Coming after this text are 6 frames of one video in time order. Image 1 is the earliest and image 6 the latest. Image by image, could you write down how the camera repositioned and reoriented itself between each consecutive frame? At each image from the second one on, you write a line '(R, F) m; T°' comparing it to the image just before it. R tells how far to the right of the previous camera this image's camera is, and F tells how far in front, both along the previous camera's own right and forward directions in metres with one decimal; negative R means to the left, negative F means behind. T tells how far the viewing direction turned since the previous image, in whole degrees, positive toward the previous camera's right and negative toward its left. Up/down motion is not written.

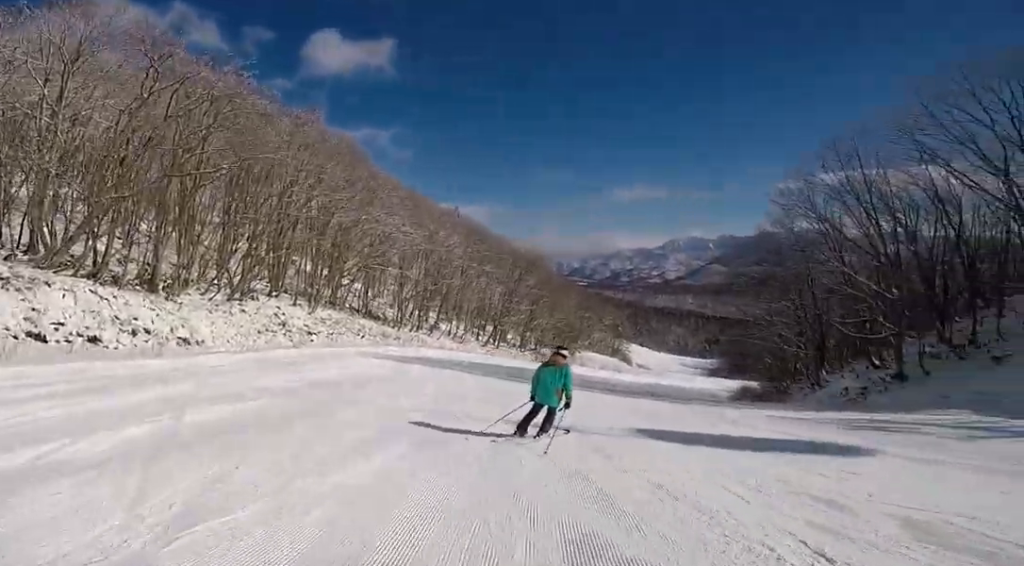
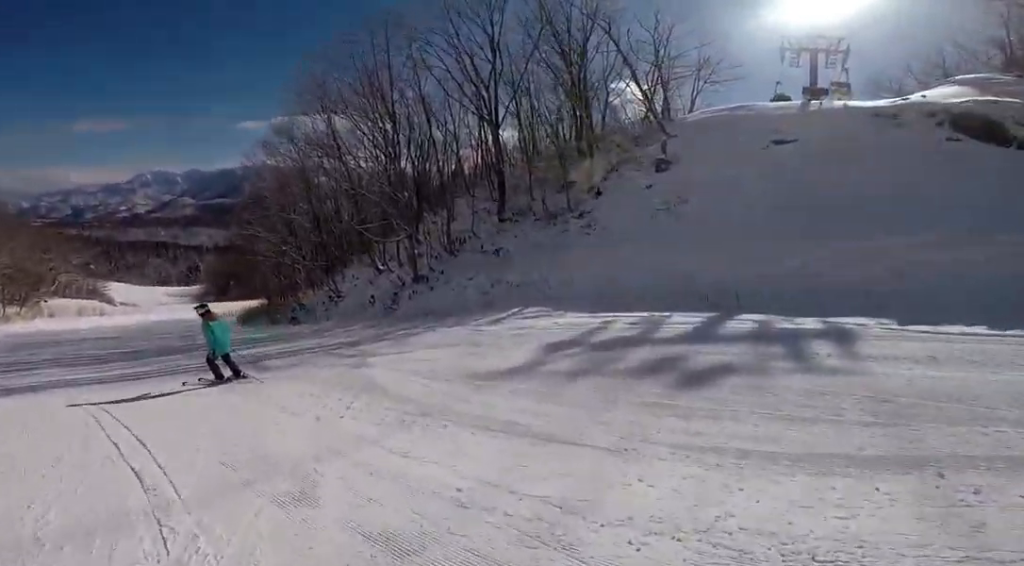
(+6.3, +8.1) m; +36°
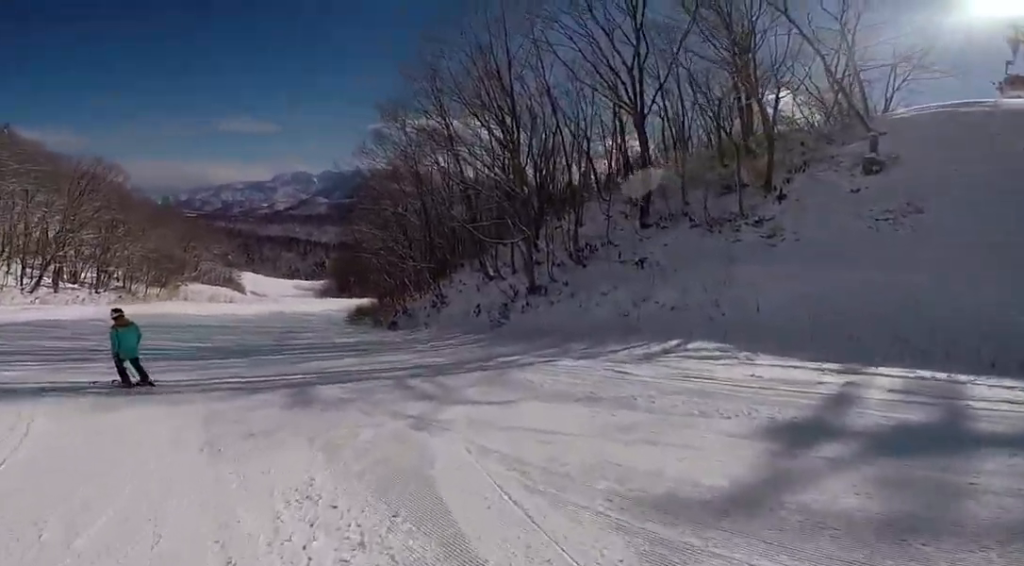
(-0.8, +4.2) m; -20°
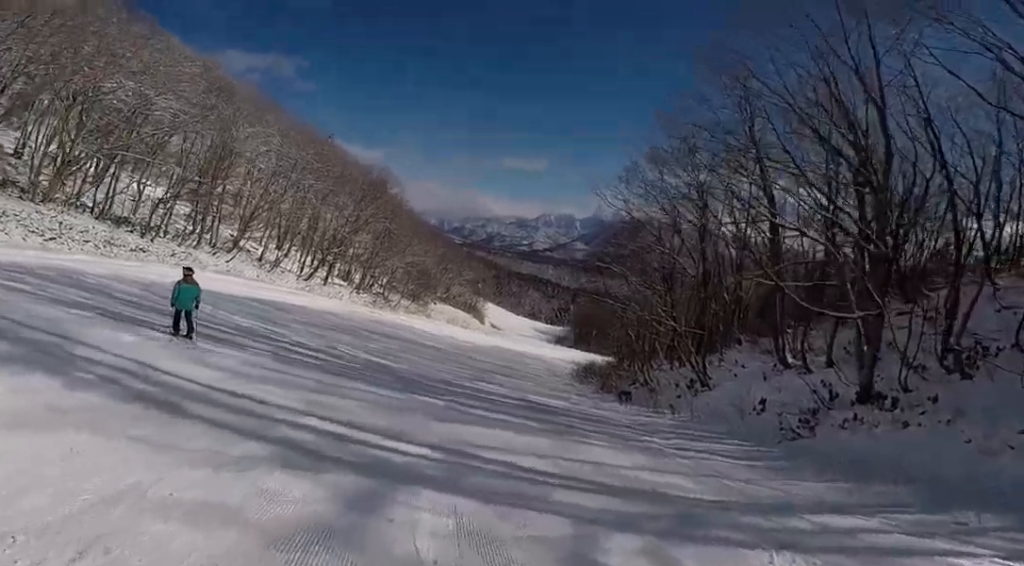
(-0.7, +4.6) m; -18°
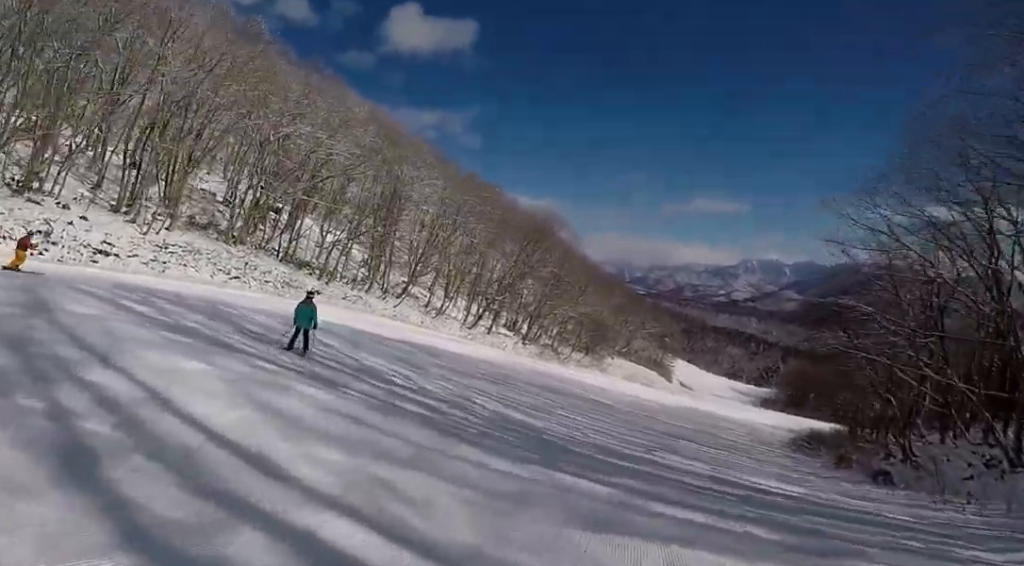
(-0.4, +3.1) m; -9°
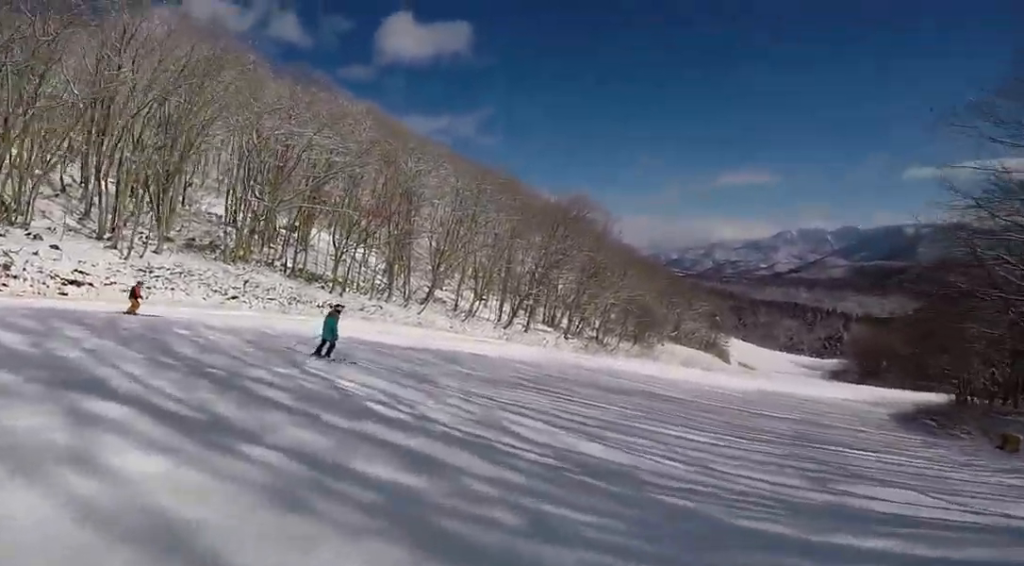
(-0.4, +4.0) m; -6°
